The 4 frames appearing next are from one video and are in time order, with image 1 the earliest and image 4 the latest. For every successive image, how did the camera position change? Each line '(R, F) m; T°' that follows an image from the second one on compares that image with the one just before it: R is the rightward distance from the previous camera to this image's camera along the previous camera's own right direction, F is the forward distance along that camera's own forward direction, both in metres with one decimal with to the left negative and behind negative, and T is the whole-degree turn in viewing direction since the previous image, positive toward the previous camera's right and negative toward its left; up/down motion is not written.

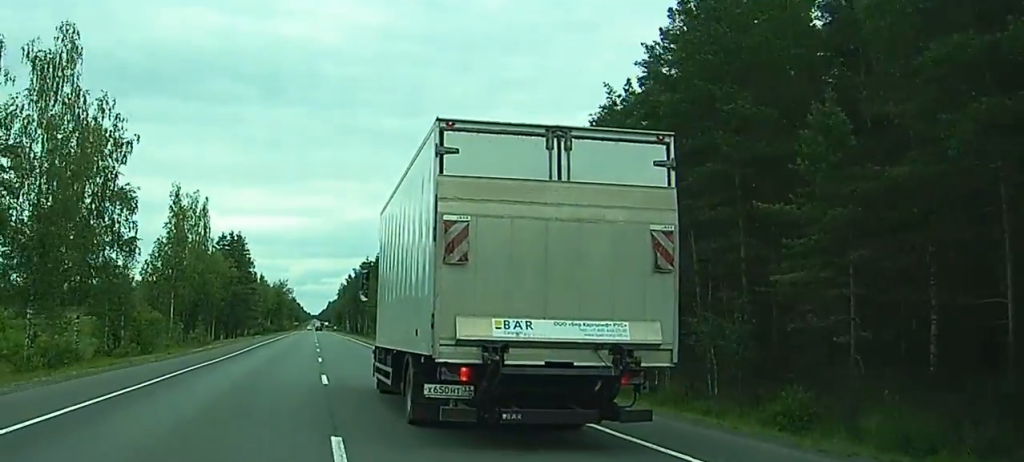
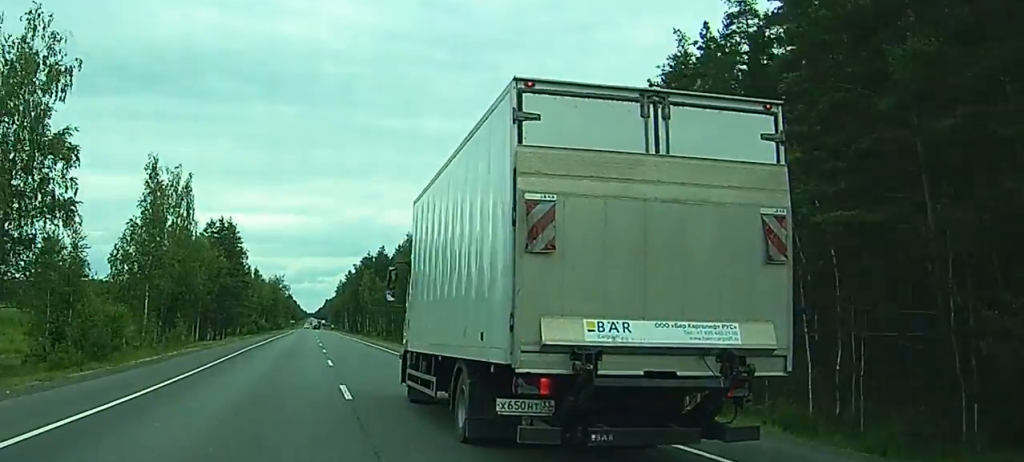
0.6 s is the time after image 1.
(0.0, +15.2) m; 0°
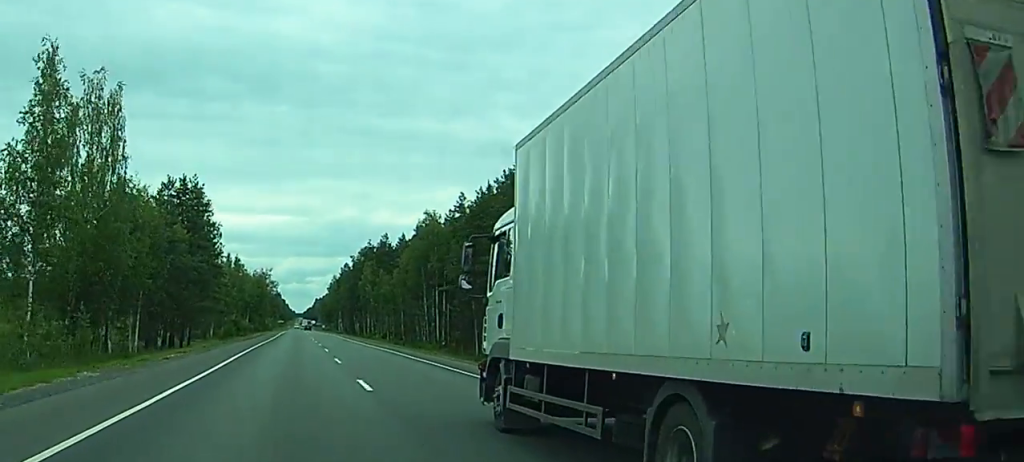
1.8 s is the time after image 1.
(+0.1, +34.2) m; 0°
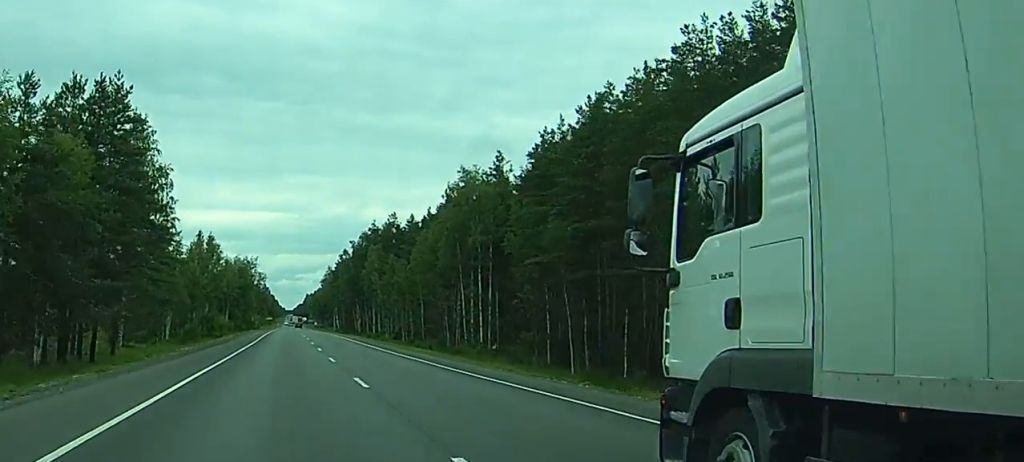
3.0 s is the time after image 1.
(+0.3, +35.5) m; +1°
